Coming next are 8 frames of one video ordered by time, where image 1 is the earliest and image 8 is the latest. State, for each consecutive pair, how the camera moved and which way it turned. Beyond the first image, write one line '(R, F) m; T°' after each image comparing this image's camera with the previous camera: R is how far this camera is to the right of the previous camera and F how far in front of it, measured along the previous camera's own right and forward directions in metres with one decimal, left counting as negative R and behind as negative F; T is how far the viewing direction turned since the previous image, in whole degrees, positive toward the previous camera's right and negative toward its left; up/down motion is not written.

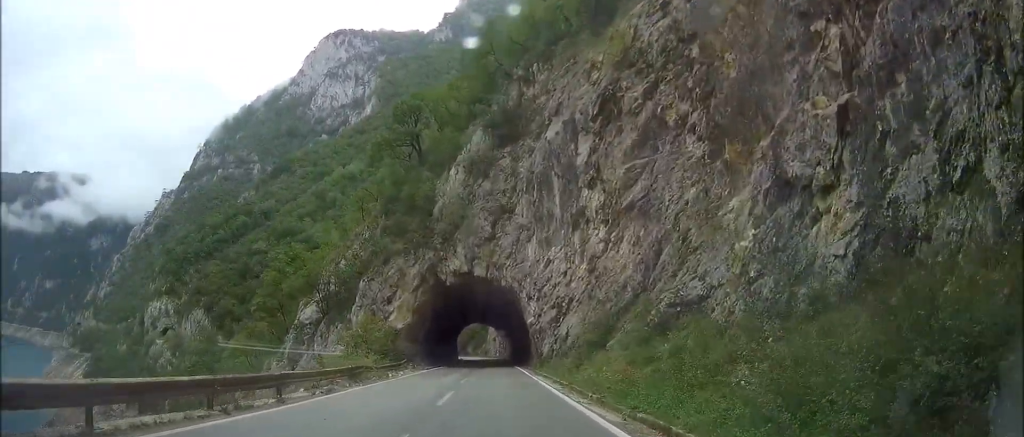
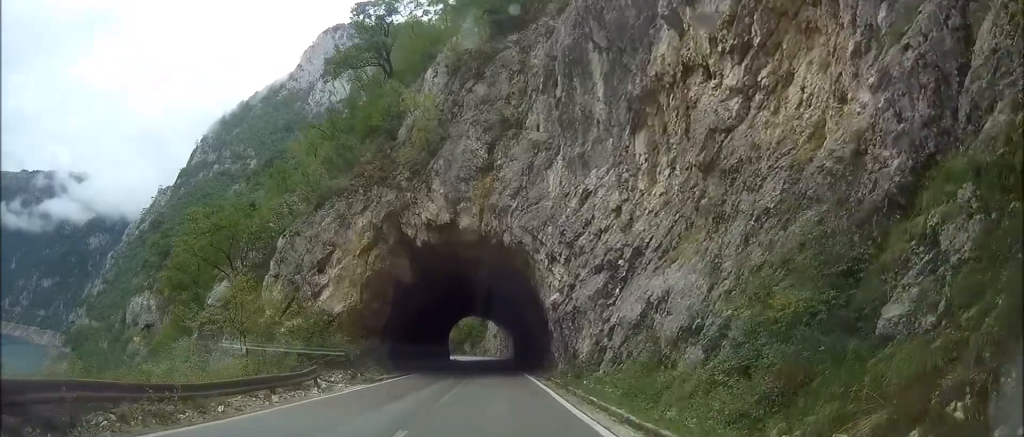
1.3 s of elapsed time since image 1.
(+1.2, +20.4) m; +2°
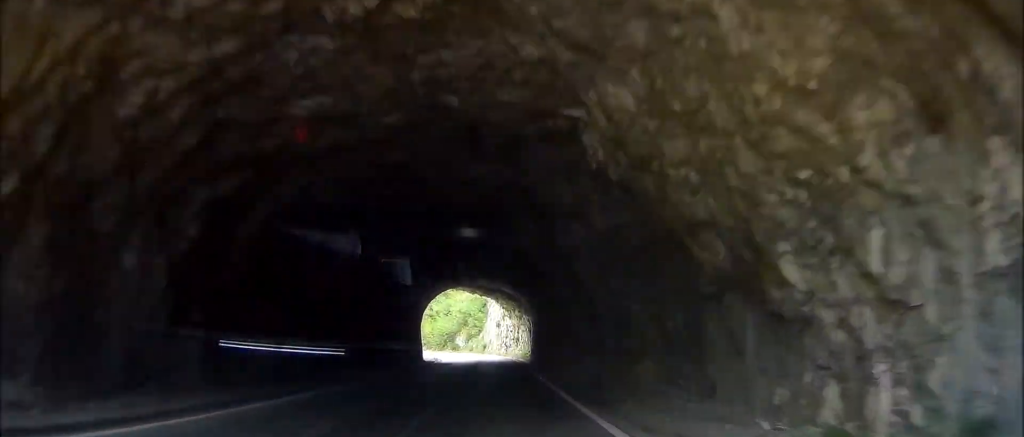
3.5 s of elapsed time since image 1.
(-1.3, +35.2) m; -3°
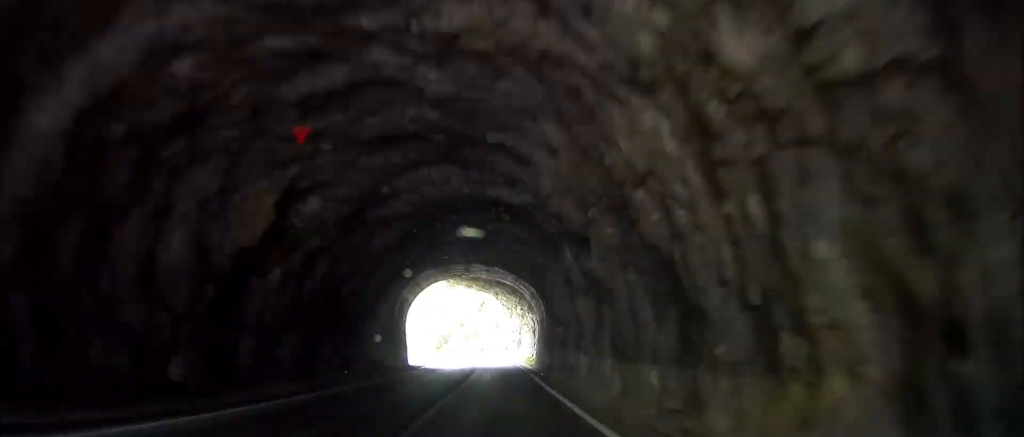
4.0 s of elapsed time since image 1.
(0.0, +7.9) m; 0°
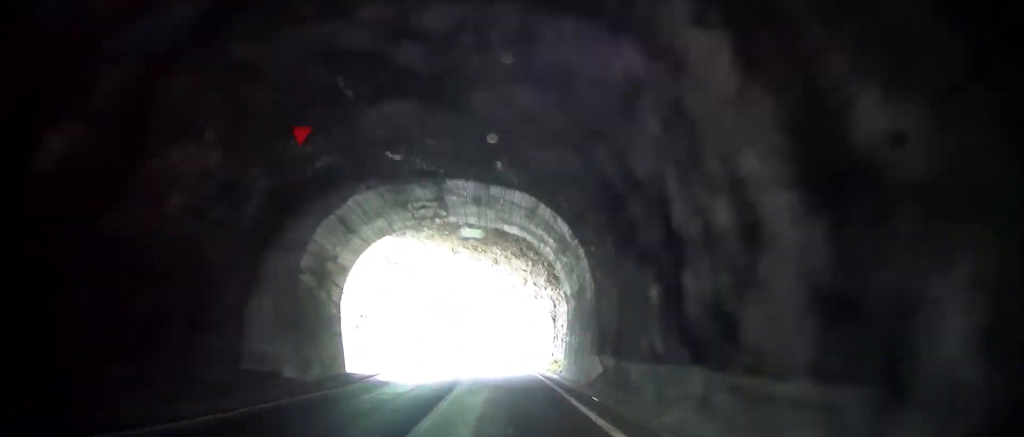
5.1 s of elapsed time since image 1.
(0.0, +17.8) m; -1°
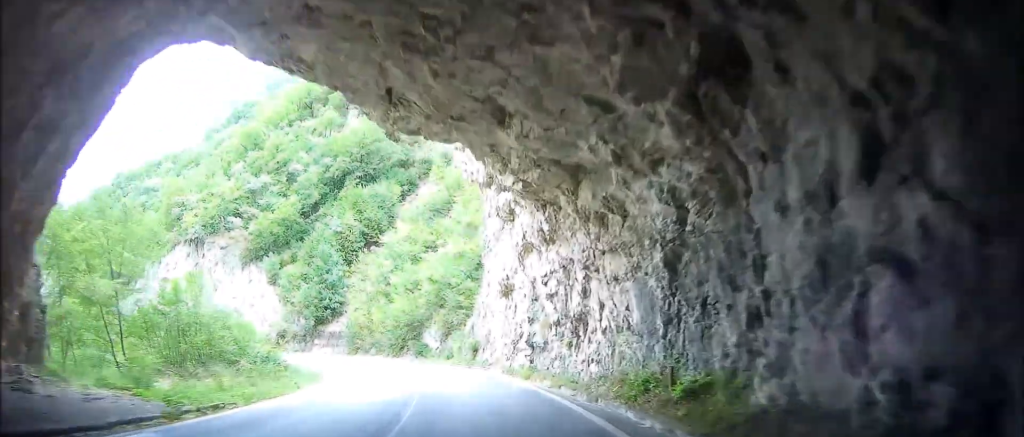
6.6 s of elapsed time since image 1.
(-0.6, +22.0) m; -7°
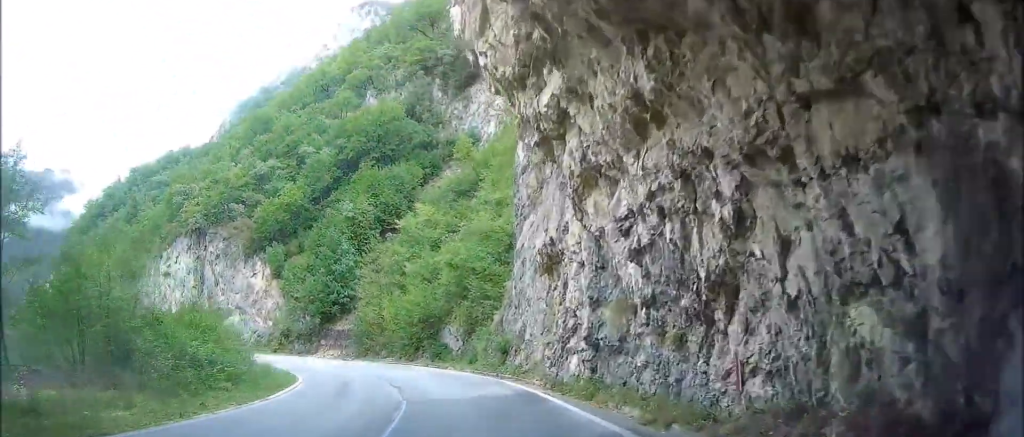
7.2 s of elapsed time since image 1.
(-0.6, +9.1) m; -4°
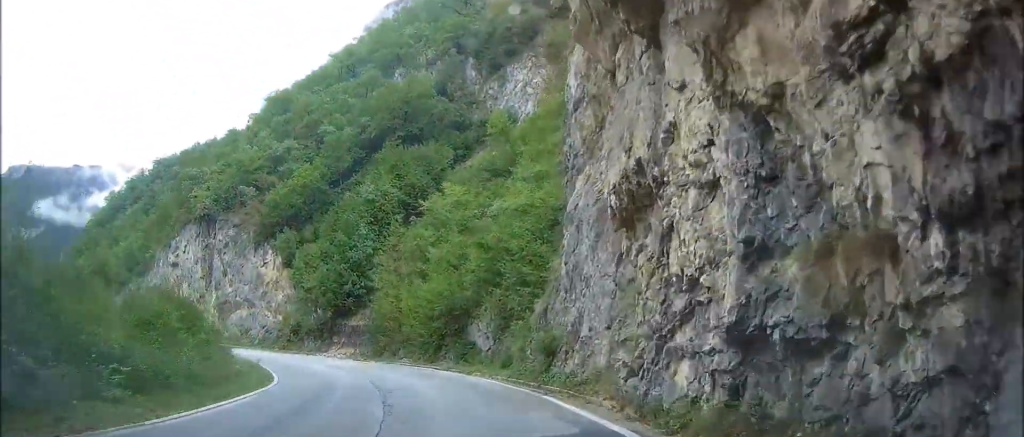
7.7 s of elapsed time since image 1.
(-0.3, +7.6) m; -4°
